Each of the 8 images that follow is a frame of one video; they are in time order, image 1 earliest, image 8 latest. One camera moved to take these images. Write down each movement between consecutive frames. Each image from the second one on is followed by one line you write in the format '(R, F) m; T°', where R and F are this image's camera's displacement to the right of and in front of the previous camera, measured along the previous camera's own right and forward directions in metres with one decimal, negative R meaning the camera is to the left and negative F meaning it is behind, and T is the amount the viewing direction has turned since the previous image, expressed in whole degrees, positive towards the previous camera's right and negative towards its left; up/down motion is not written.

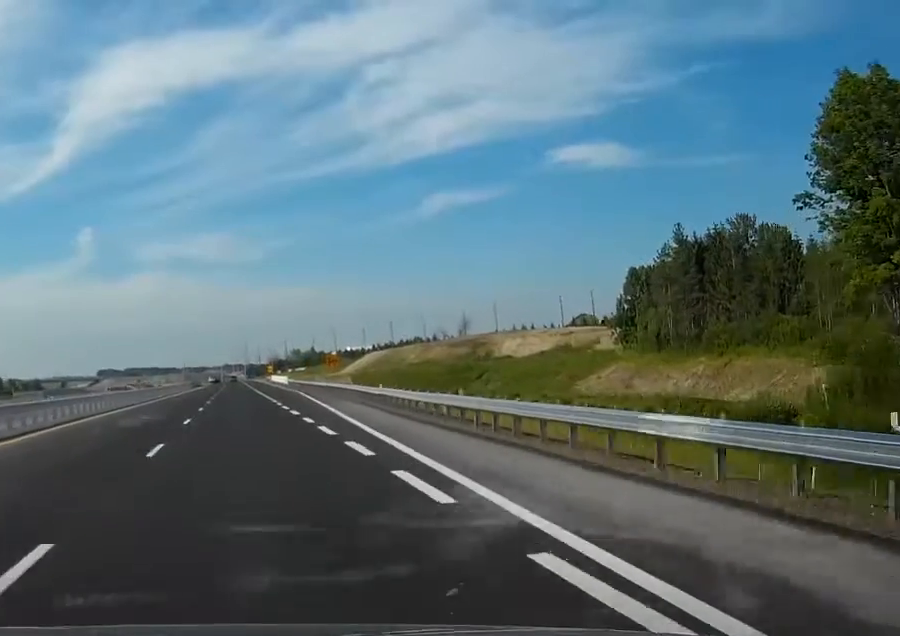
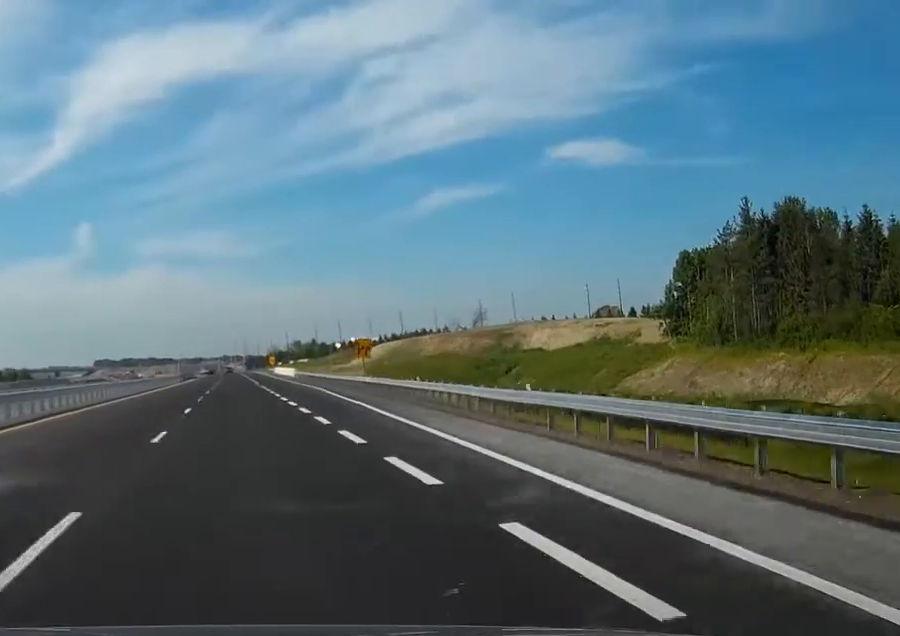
(0.0, +22.8) m; 0°
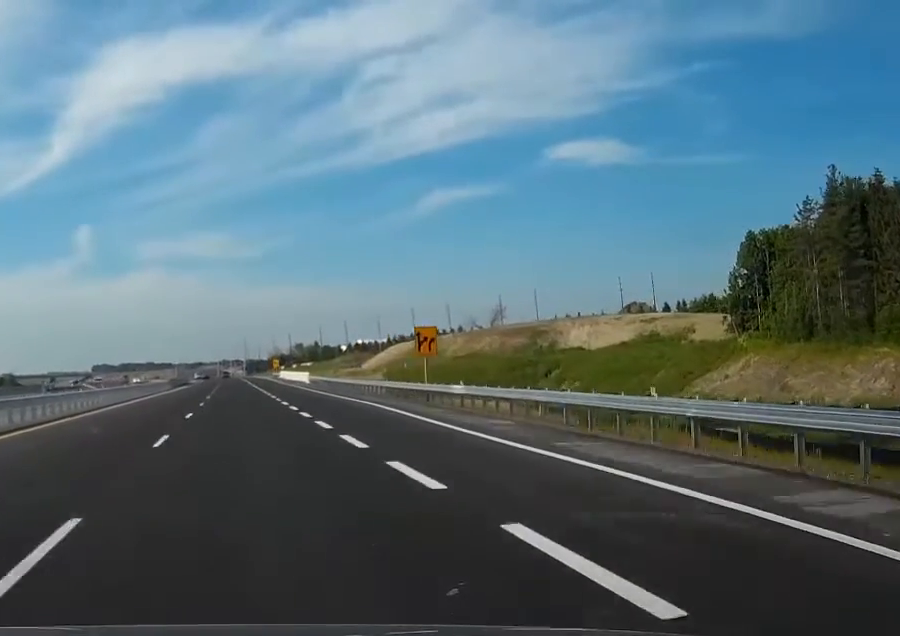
(0.0, +23.9) m; 0°
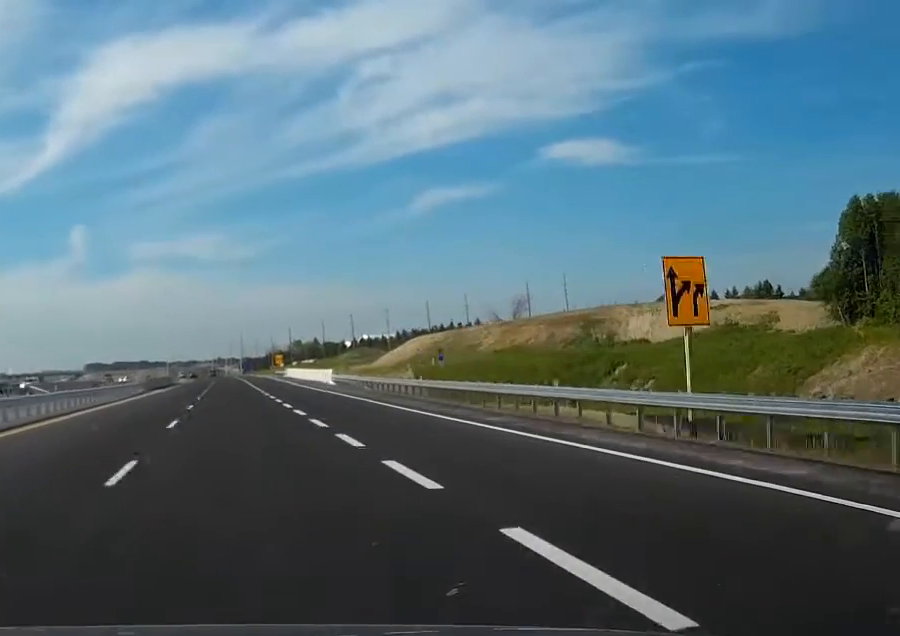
(+0.1, +30.1) m; 0°
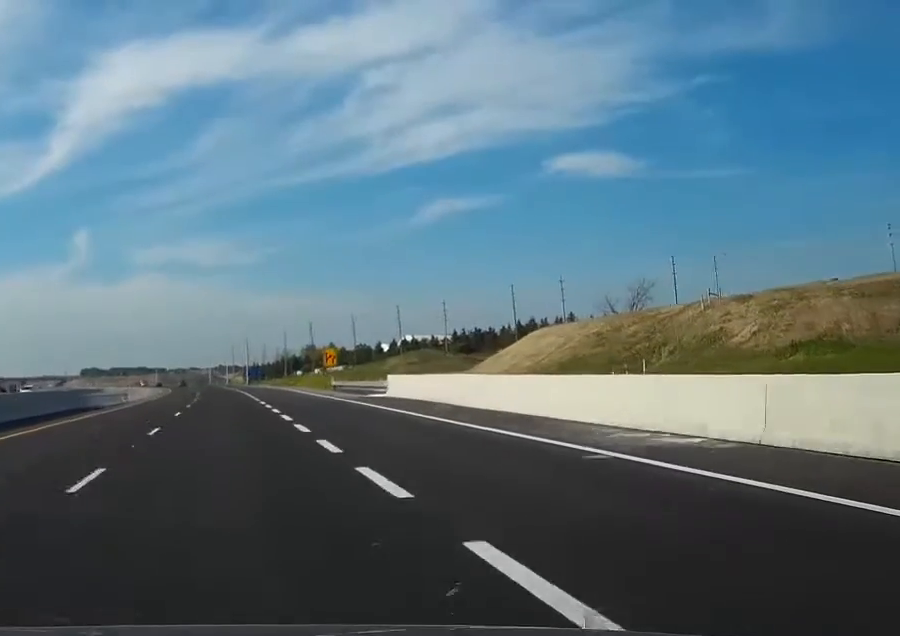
(-0.4, +83.8) m; 0°
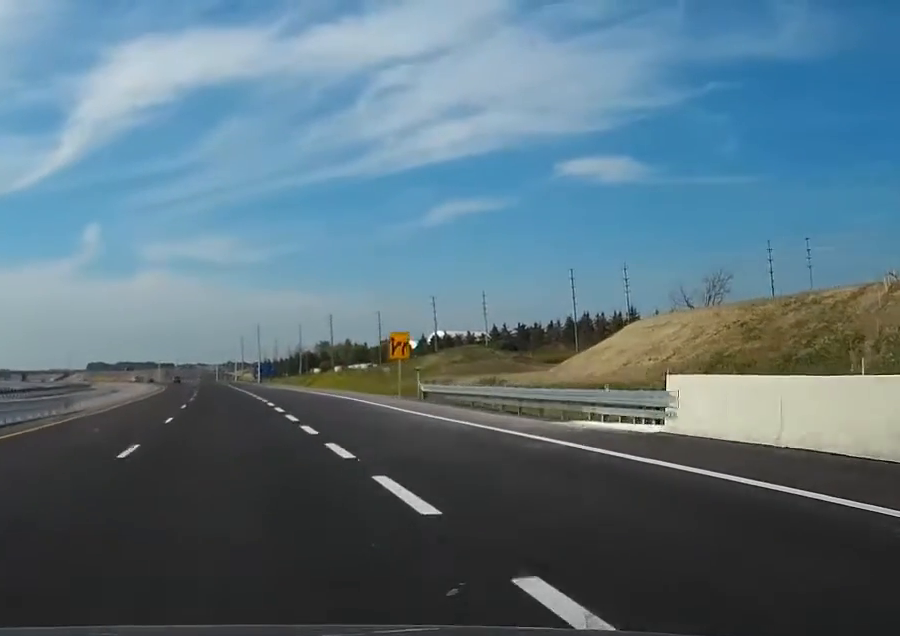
(0.0, +31.0) m; 0°
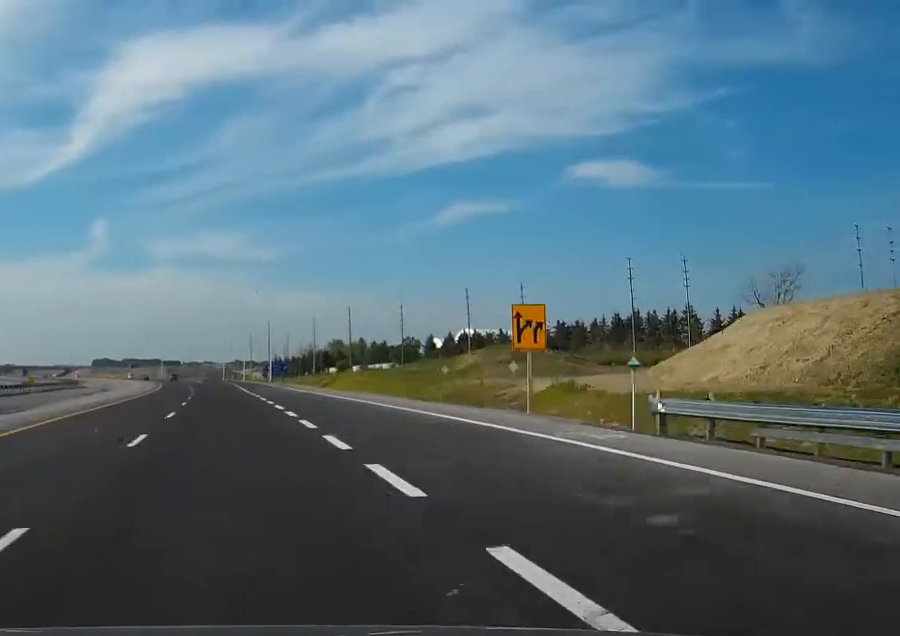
(-0.1, +22.8) m; -1°
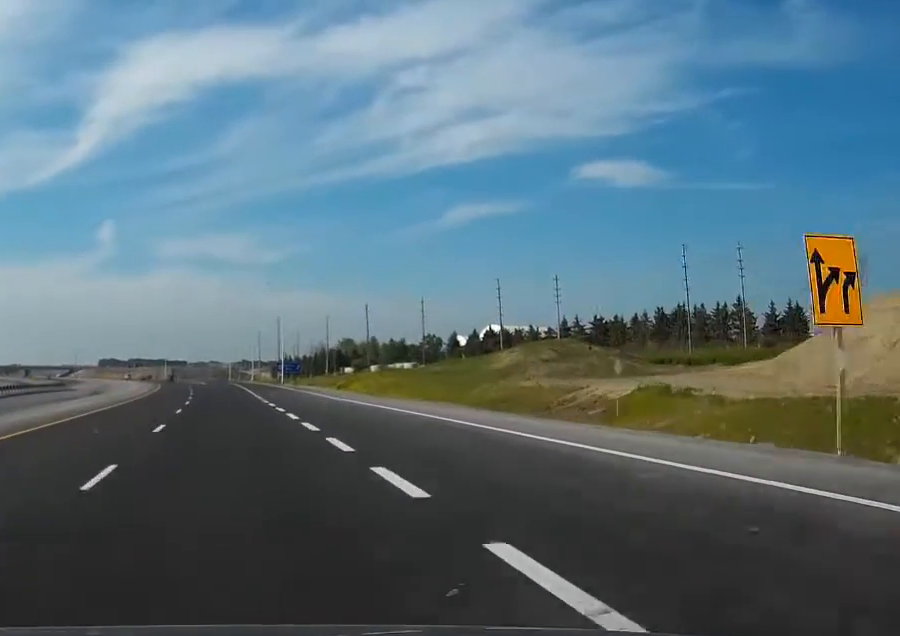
(0.0, +17.7) m; -1°
